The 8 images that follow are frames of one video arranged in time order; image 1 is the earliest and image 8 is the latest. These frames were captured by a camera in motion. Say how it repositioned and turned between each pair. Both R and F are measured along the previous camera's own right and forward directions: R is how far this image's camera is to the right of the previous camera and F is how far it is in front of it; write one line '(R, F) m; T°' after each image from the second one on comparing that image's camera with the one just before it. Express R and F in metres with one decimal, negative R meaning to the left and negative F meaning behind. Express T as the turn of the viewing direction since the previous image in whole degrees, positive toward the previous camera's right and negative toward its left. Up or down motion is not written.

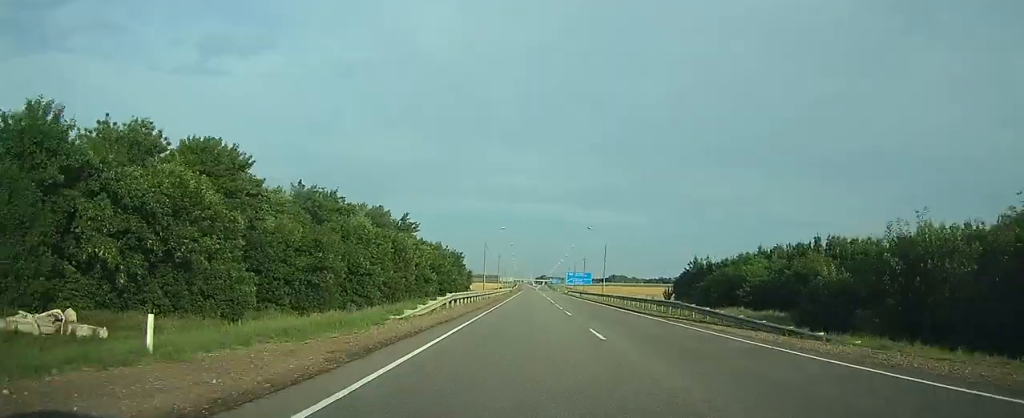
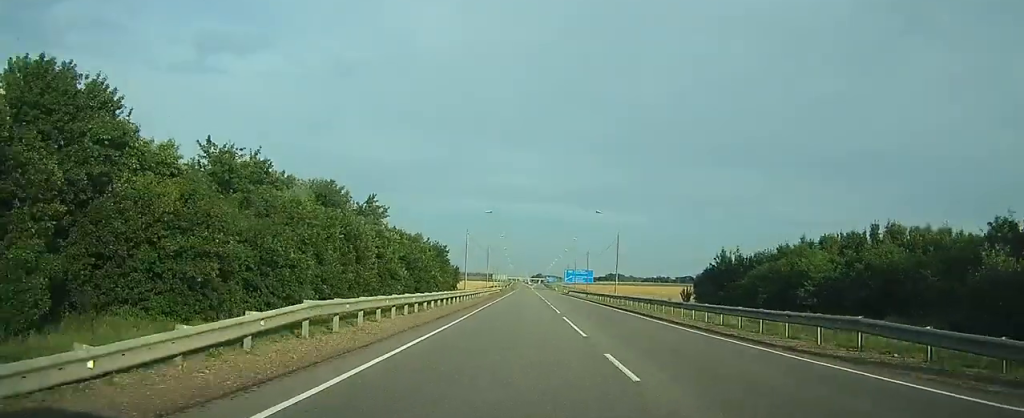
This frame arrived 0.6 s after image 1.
(0.0, +18.5) m; 0°
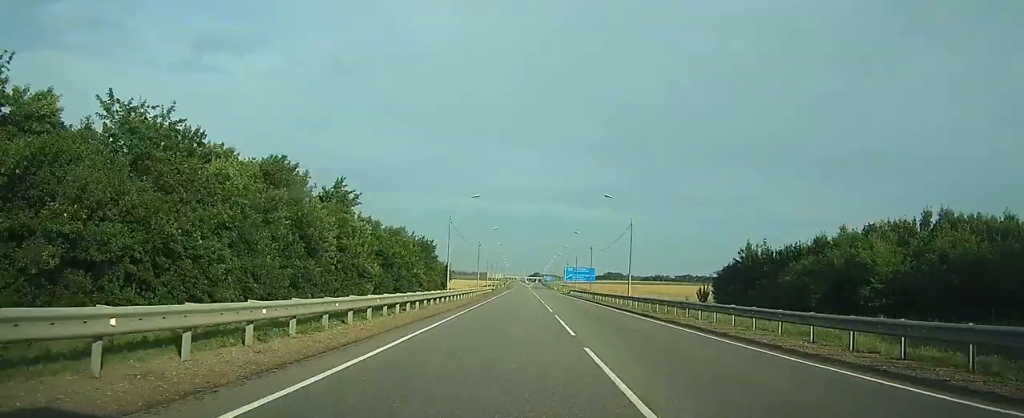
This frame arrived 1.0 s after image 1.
(0.0, +12.3) m; 0°
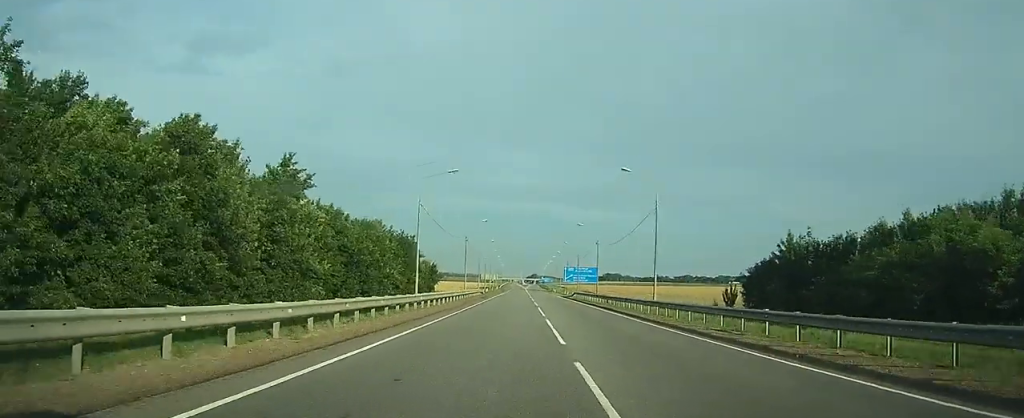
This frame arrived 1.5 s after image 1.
(0.0, +14.4) m; 0°
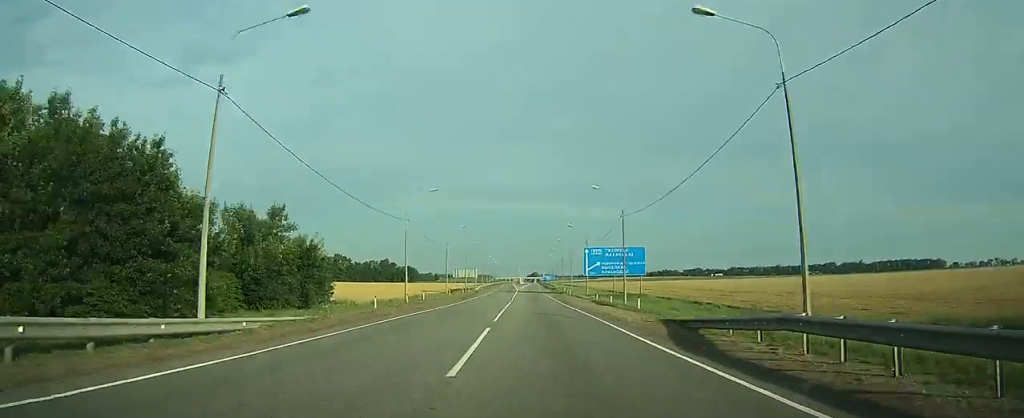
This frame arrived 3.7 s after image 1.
(+0.8, +66.9) m; +1°
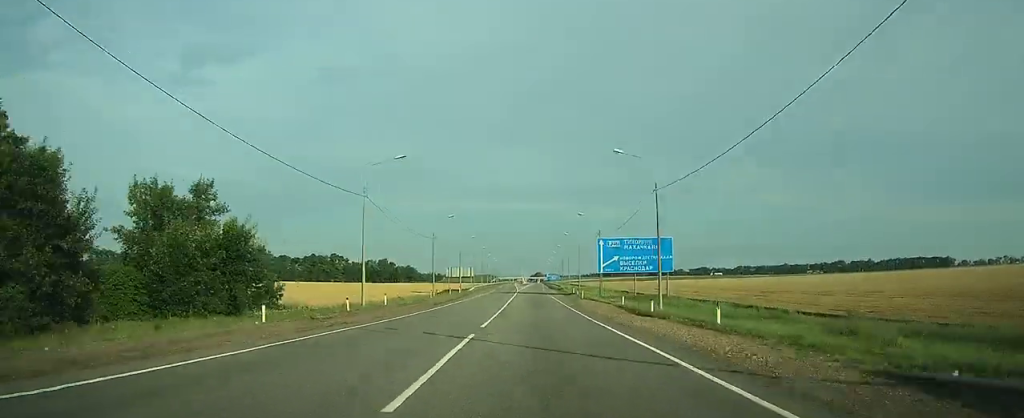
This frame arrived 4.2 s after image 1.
(0.0, +14.8) m; 0°
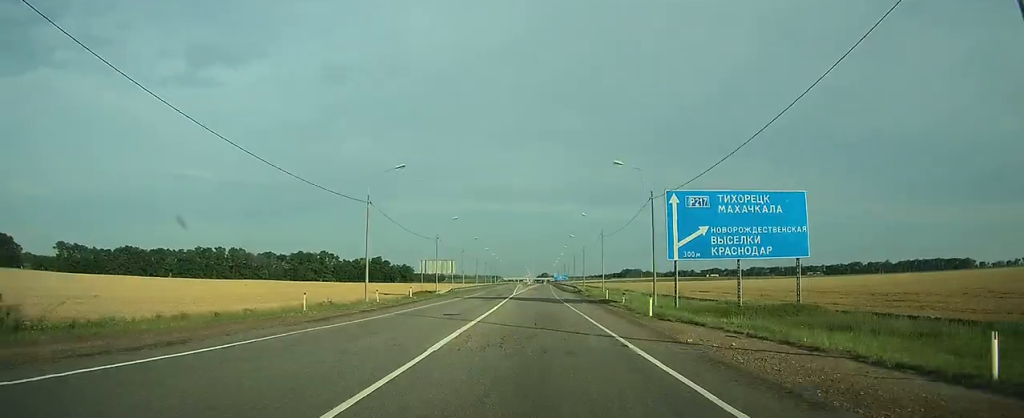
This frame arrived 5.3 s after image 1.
(0.0, +32.6) m; 0°
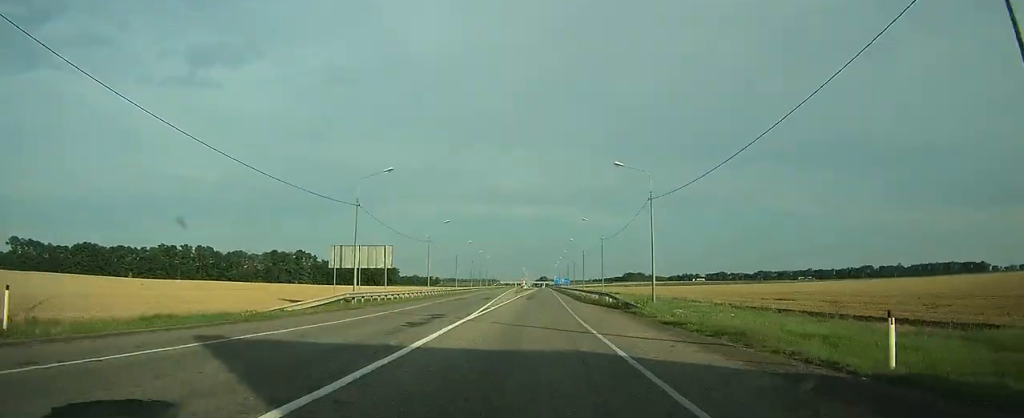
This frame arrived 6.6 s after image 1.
(-0.1, +35.1) m; -1°
